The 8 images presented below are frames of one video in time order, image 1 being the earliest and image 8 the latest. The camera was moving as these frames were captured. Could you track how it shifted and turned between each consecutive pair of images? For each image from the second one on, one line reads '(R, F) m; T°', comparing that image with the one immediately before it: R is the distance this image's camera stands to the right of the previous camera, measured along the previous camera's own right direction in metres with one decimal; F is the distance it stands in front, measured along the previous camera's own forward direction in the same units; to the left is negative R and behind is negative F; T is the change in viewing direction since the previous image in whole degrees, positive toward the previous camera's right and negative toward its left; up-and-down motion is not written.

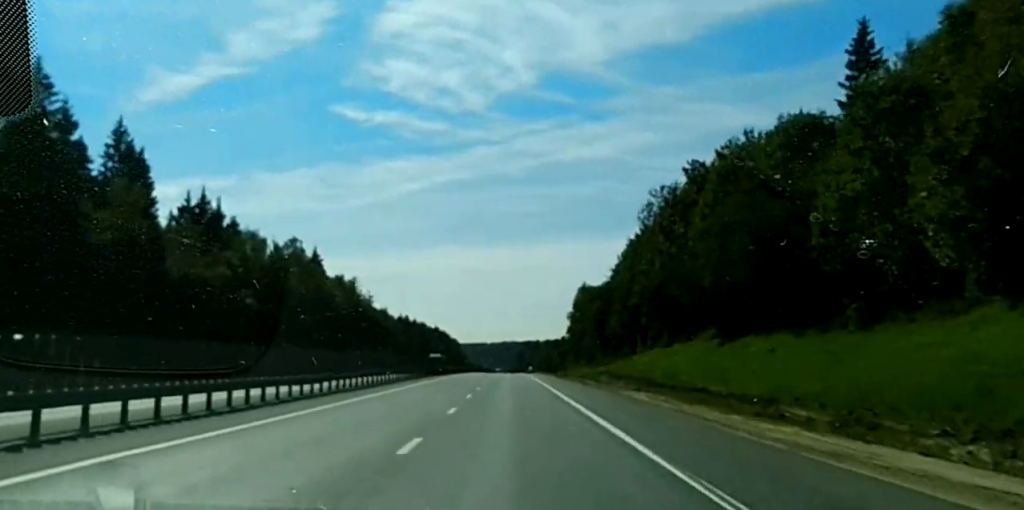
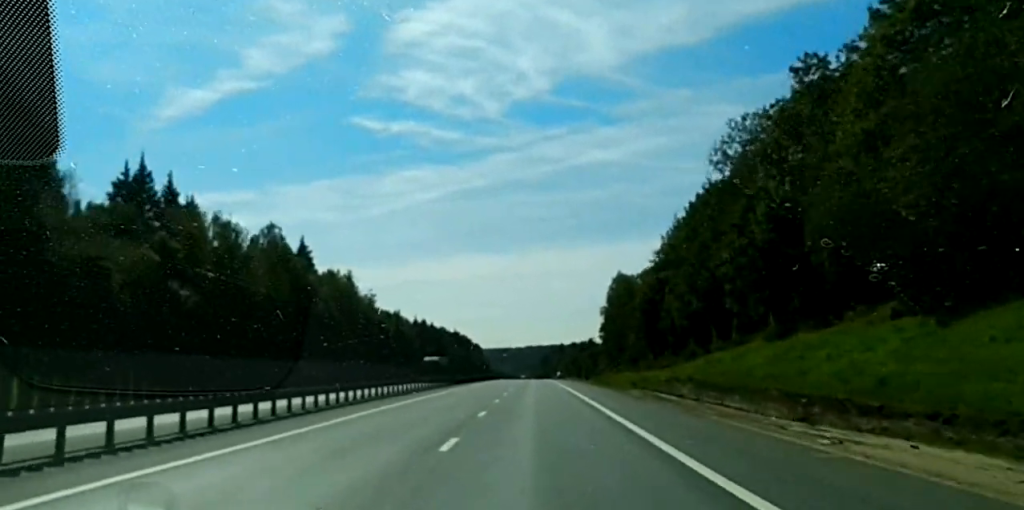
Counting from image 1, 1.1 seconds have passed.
(-0.1, +31.4) m; -1°
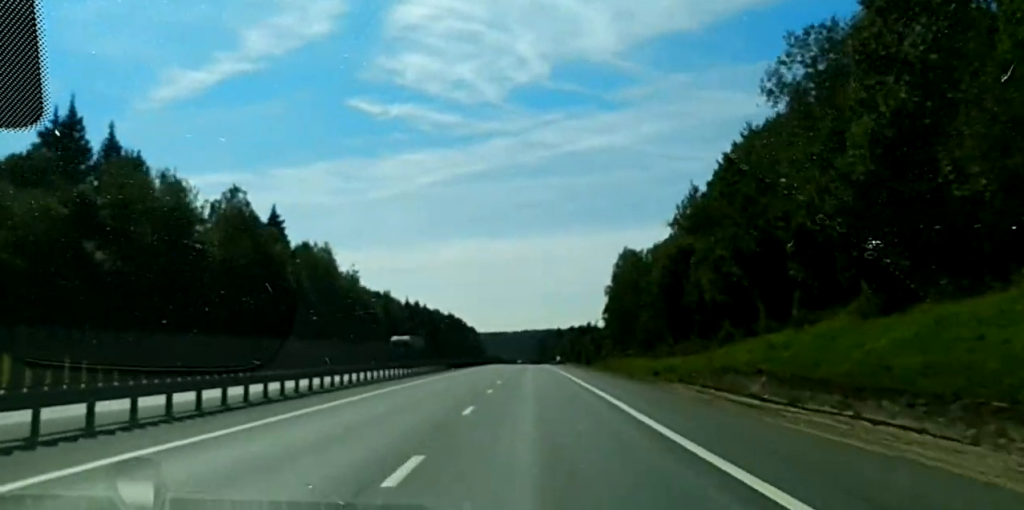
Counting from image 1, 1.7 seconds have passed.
(-0.4, +18.6) m; 0°
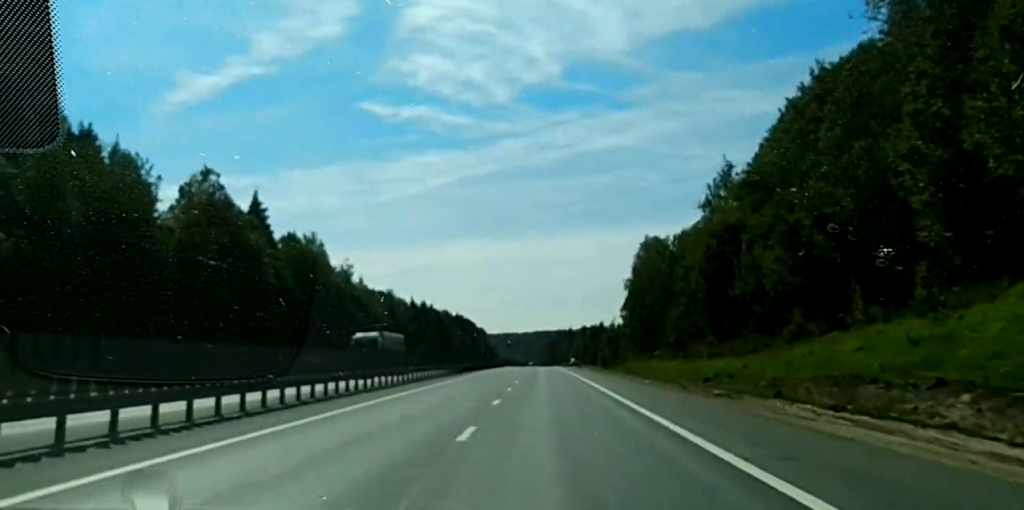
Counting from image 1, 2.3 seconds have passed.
(+0.2, +17.4) m; 0°
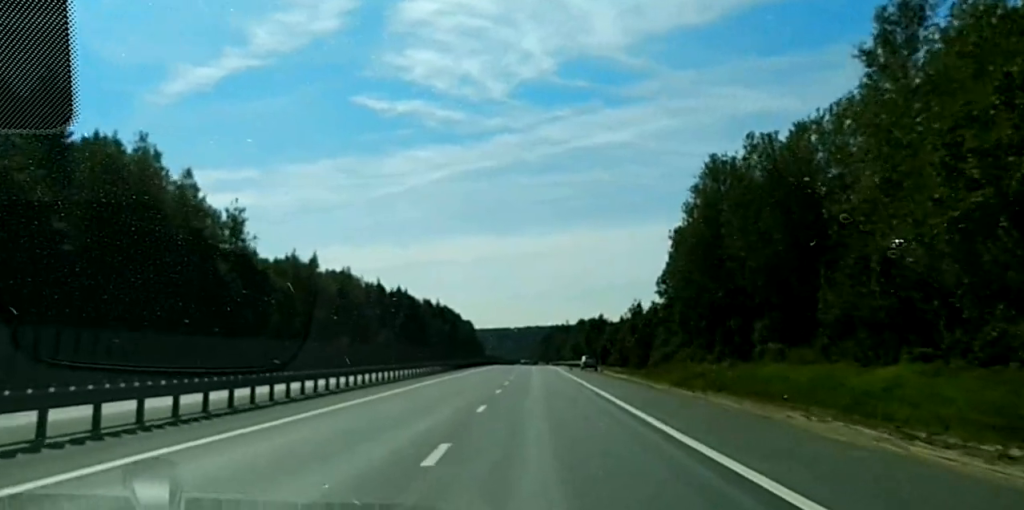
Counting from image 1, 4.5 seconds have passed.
(+0.8, +62.4) m; 0°
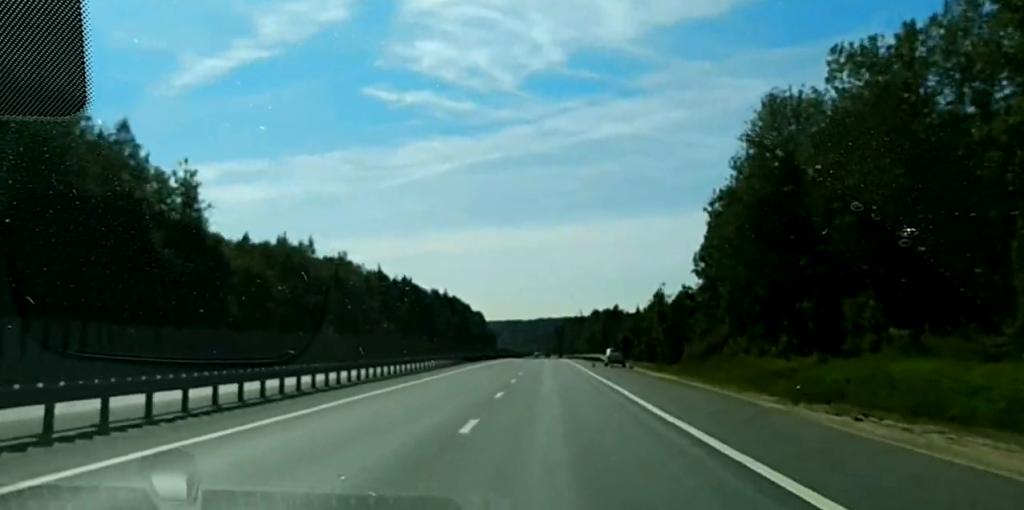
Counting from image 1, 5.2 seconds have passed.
(0.0, +19.7) m; -1°
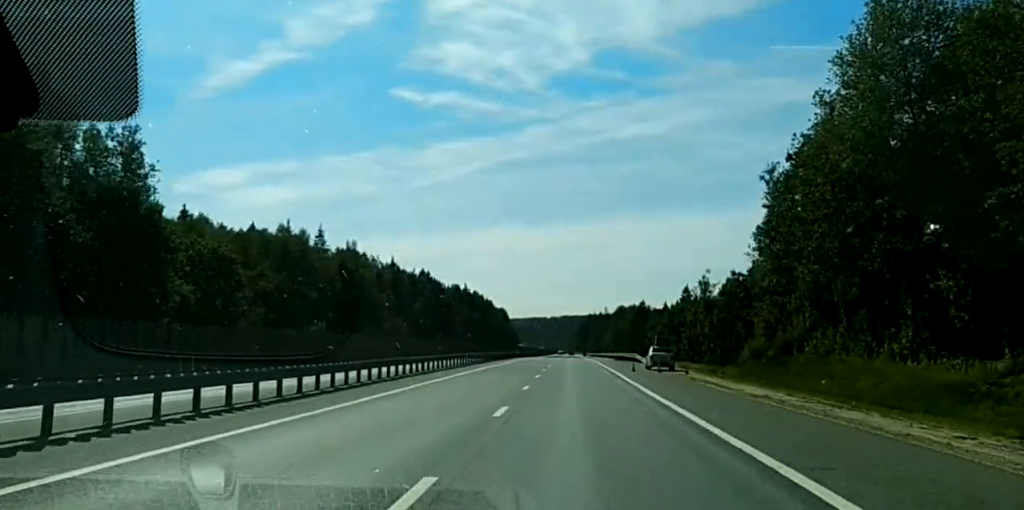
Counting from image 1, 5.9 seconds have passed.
(-0.7, +21.1) m; -1°
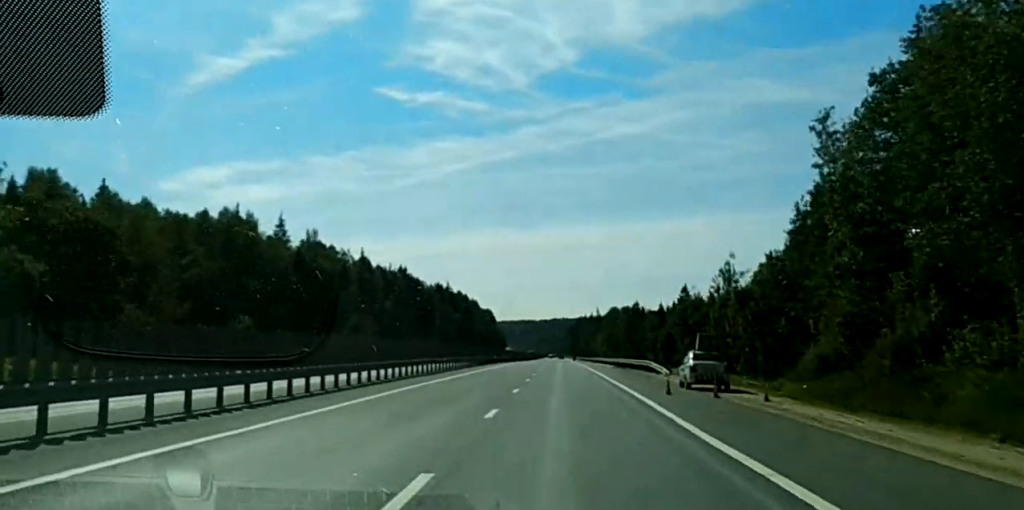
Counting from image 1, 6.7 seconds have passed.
(+0.3, +26.3) m; 0°
